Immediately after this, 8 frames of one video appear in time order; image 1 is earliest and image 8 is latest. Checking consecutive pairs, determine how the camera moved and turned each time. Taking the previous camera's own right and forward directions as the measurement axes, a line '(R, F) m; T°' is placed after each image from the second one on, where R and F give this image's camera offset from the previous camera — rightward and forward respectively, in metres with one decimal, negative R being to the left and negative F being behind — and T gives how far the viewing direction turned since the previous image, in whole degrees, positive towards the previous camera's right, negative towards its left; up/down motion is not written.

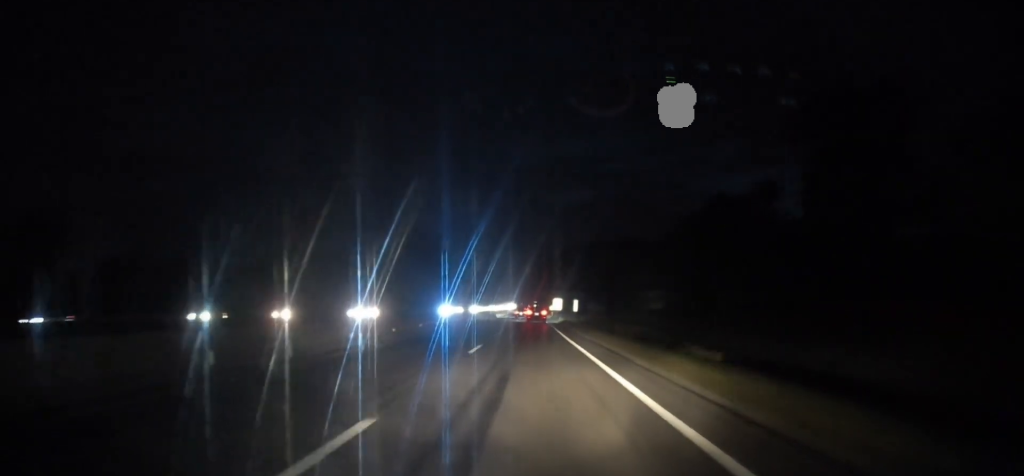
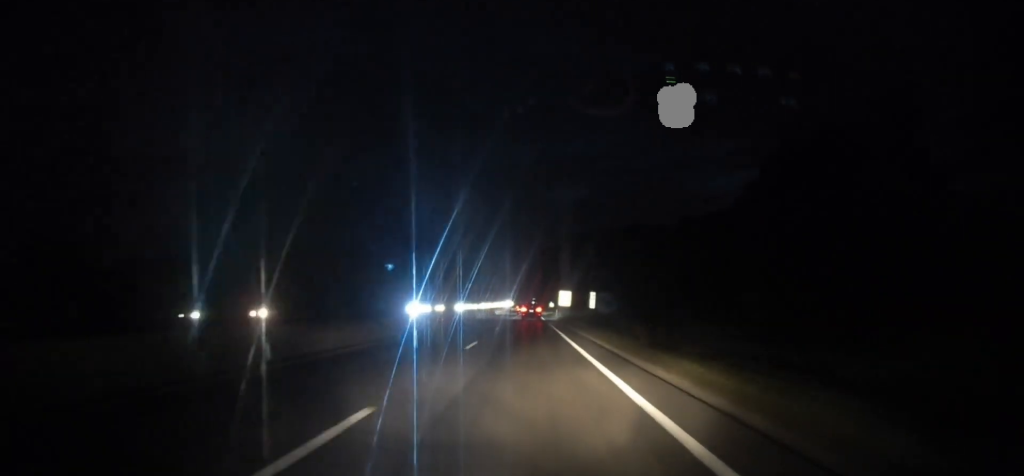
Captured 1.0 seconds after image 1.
(-0.1, +29.7) m; 0°
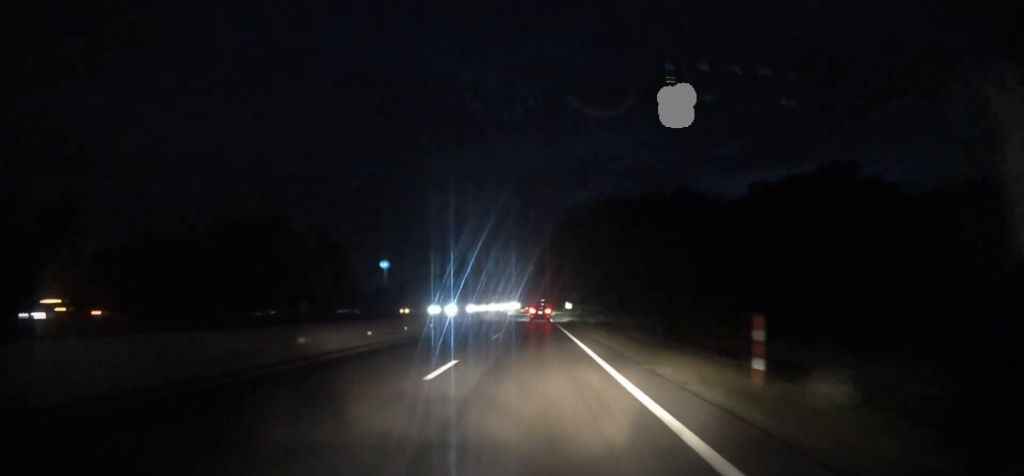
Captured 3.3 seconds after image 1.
(-0.2, +68.5) m; 0°
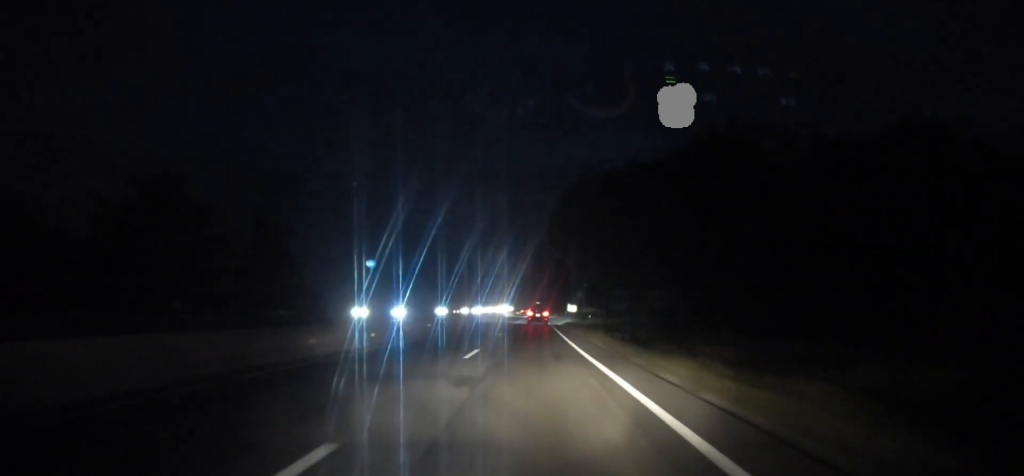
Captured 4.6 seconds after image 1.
(0.0, +39.6) m; 0°
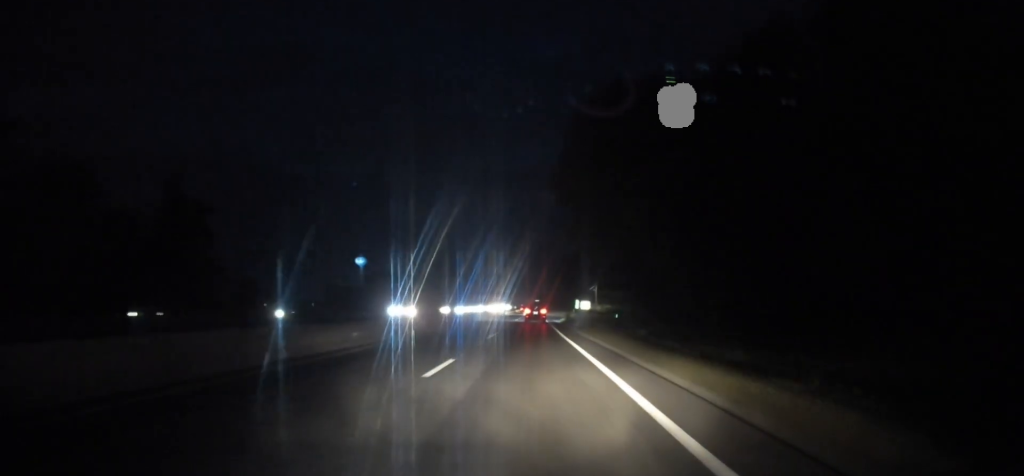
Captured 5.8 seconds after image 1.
(0.0, +35.7) m; 0°
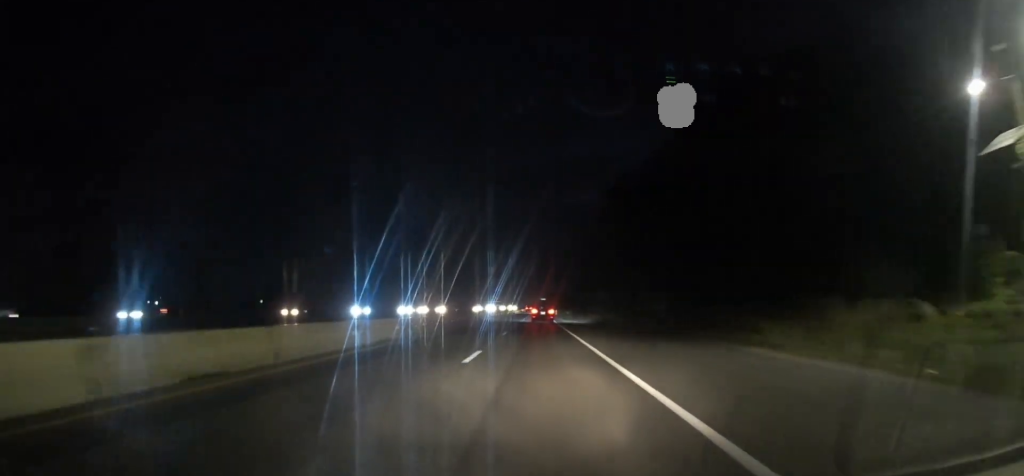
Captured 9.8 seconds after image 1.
(0.0, +118.1) m; 0°
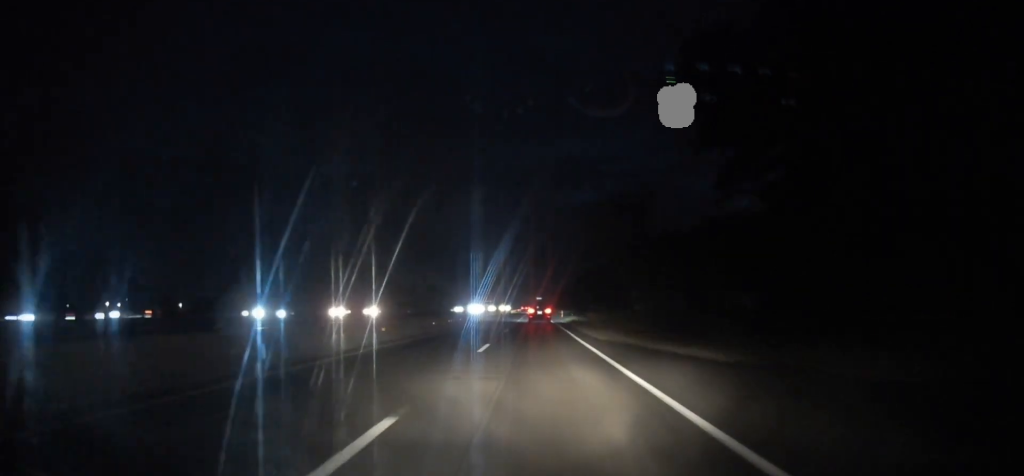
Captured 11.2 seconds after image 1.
(+0.2, +41.8) m; 0°
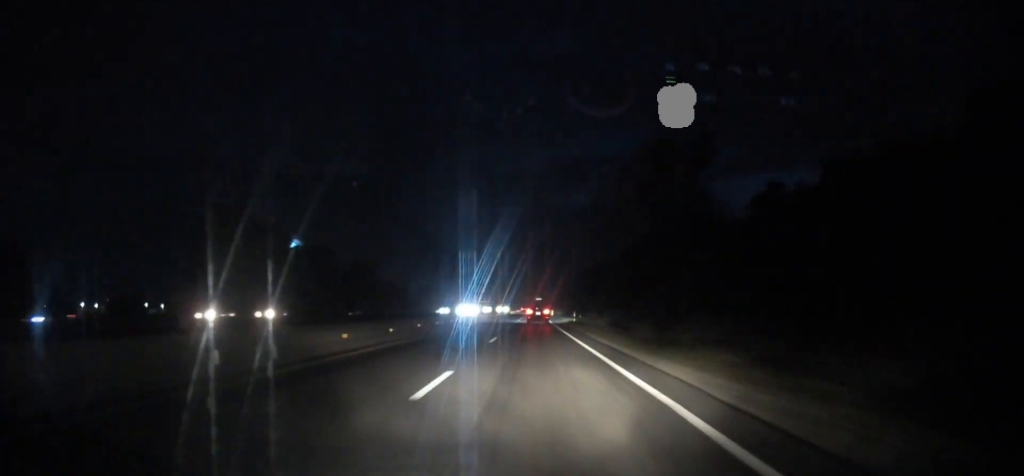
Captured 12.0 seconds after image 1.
(+0.1, +24.8) m; 0°
